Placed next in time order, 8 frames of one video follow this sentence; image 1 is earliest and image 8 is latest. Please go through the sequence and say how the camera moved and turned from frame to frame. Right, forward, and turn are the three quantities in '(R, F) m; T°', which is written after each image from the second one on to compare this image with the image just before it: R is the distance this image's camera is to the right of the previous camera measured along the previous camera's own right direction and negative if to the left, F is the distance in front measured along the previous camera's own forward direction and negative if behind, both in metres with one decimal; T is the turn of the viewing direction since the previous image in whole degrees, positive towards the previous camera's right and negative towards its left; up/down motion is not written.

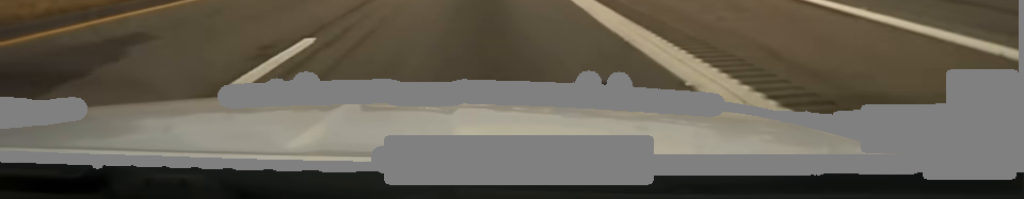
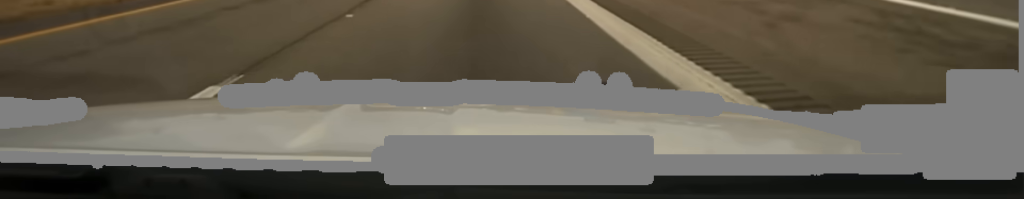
(-0.1, +15.2) m; 0°
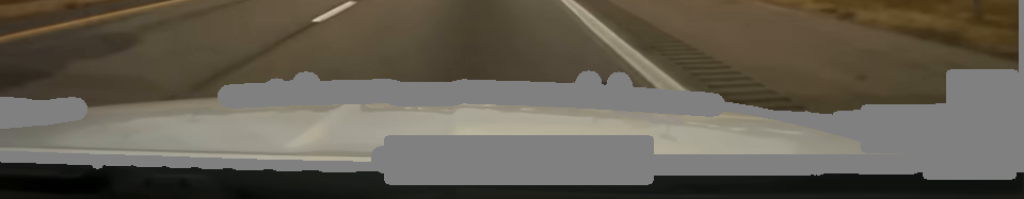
(+0.1, +42.4) m; 0°
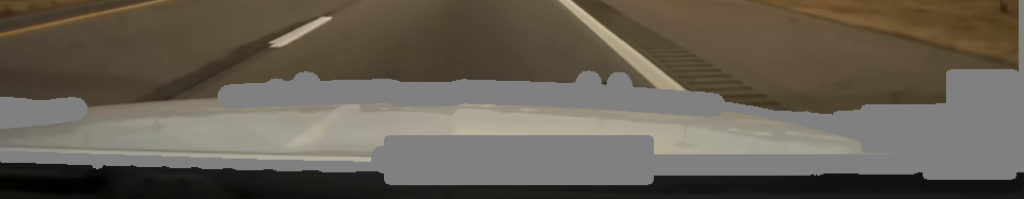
(-0.1, +45.7) m; 0°
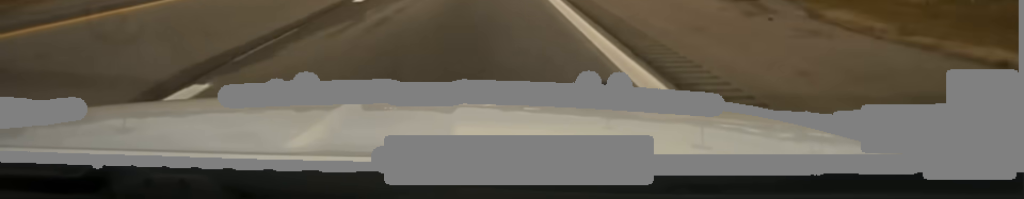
(+0.1, +32.3) m; 0°
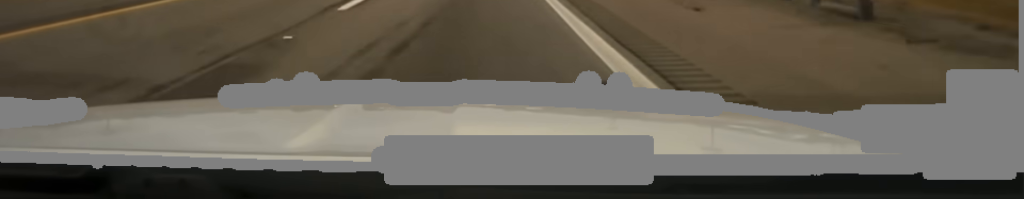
(0.0, +15.4) m; 0°
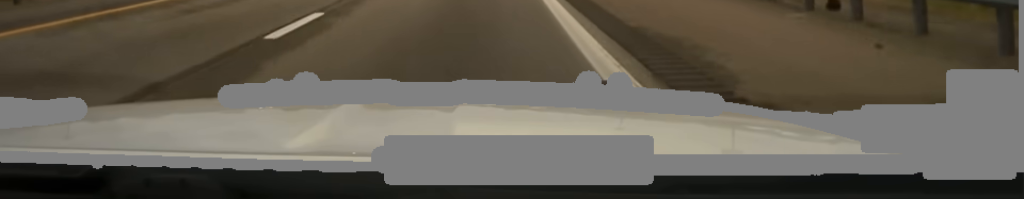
(+0.1, +29.0) m; 0°
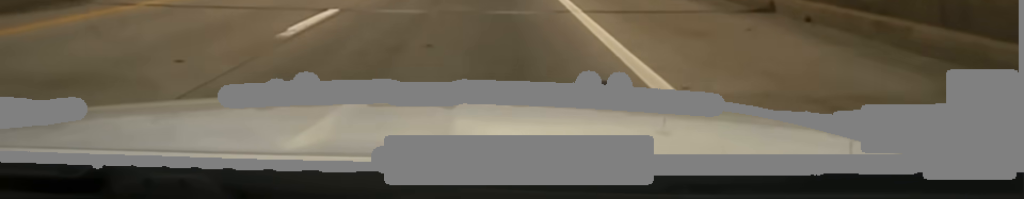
(-1.2, +89.0) m; -1°
